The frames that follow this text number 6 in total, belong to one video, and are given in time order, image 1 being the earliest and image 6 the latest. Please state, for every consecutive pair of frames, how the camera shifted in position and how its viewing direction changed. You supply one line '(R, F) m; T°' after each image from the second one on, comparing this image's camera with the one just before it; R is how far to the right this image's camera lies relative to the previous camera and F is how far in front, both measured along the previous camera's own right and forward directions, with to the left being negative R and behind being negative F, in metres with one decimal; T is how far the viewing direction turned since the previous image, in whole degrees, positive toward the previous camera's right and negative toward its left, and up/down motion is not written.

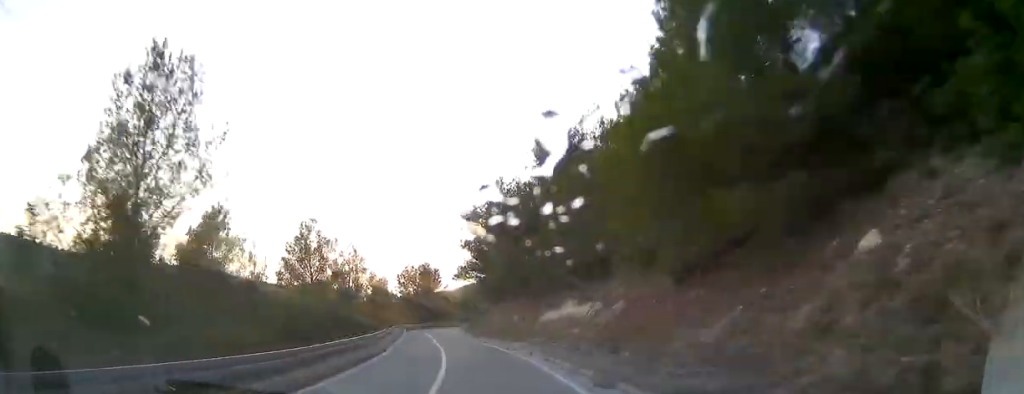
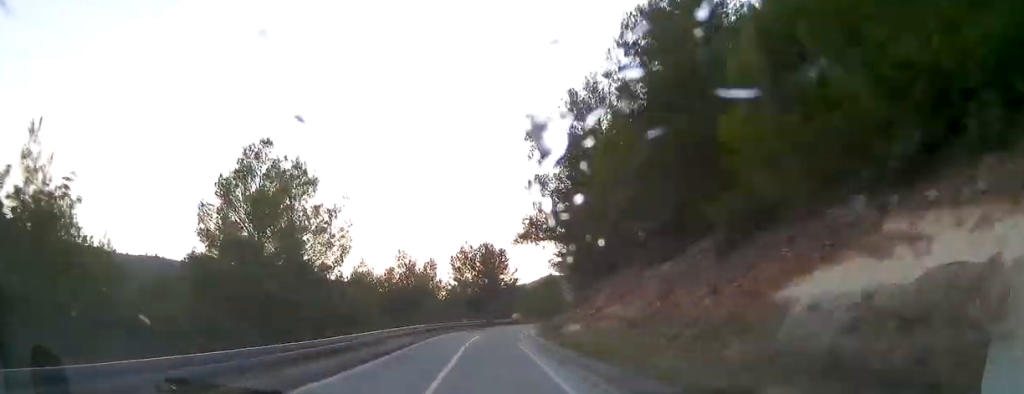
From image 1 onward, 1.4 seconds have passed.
(-0.4, +24.2) m; -2°
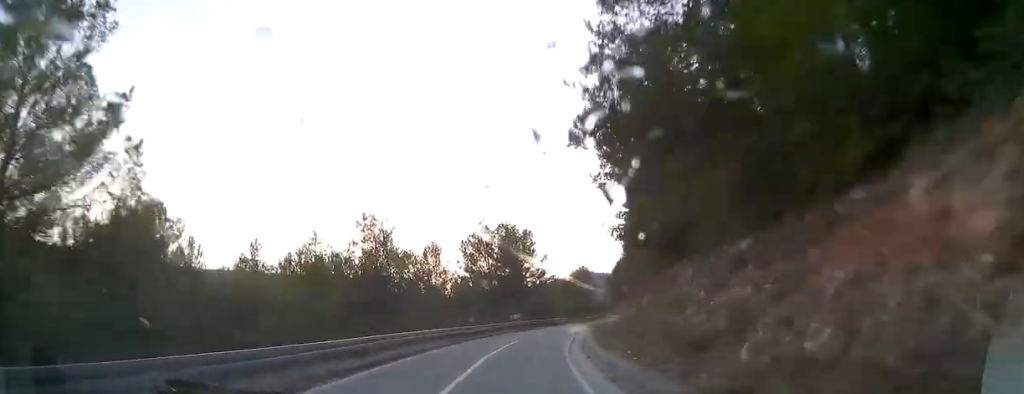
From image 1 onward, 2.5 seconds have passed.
(-1.3, +18.5) m; -1°
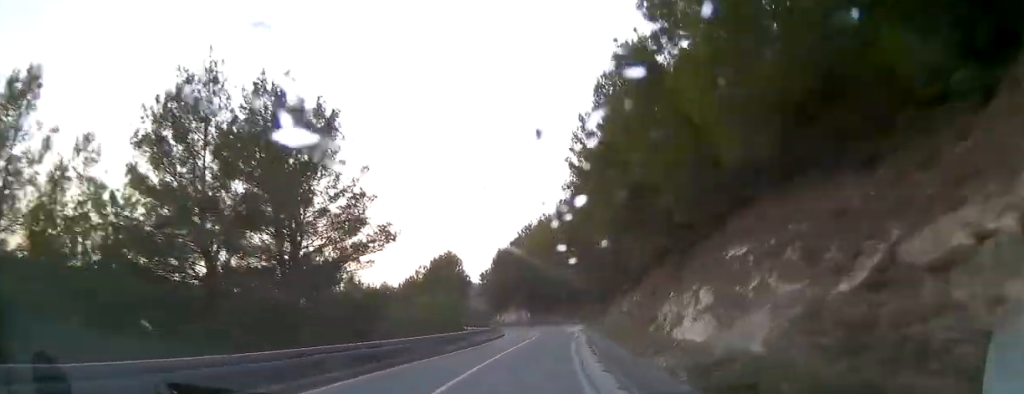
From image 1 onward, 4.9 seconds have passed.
(+1.2, +41.5) m; +8°
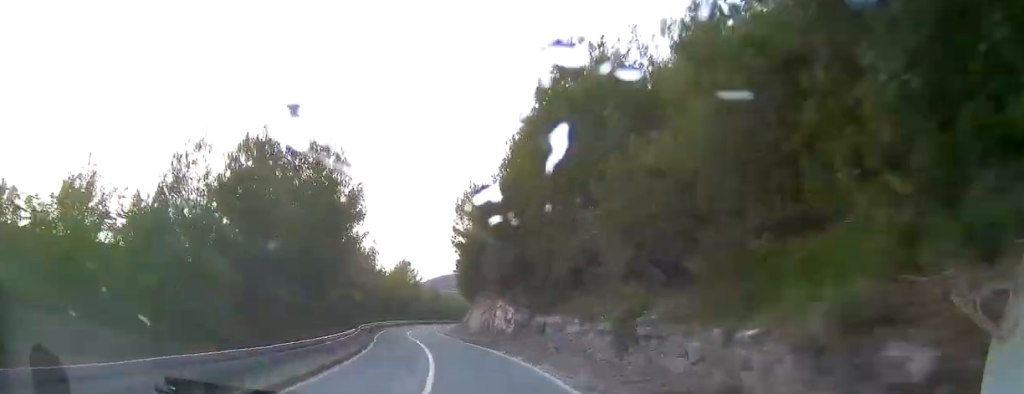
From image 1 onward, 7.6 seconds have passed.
(+2.6, +46.3) m; -1°
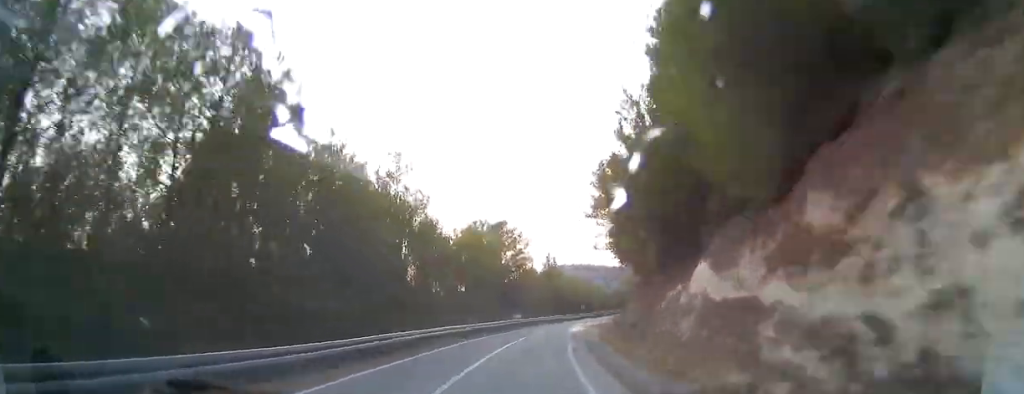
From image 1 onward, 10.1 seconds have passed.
(-3.1, +41.9) m; -6°
